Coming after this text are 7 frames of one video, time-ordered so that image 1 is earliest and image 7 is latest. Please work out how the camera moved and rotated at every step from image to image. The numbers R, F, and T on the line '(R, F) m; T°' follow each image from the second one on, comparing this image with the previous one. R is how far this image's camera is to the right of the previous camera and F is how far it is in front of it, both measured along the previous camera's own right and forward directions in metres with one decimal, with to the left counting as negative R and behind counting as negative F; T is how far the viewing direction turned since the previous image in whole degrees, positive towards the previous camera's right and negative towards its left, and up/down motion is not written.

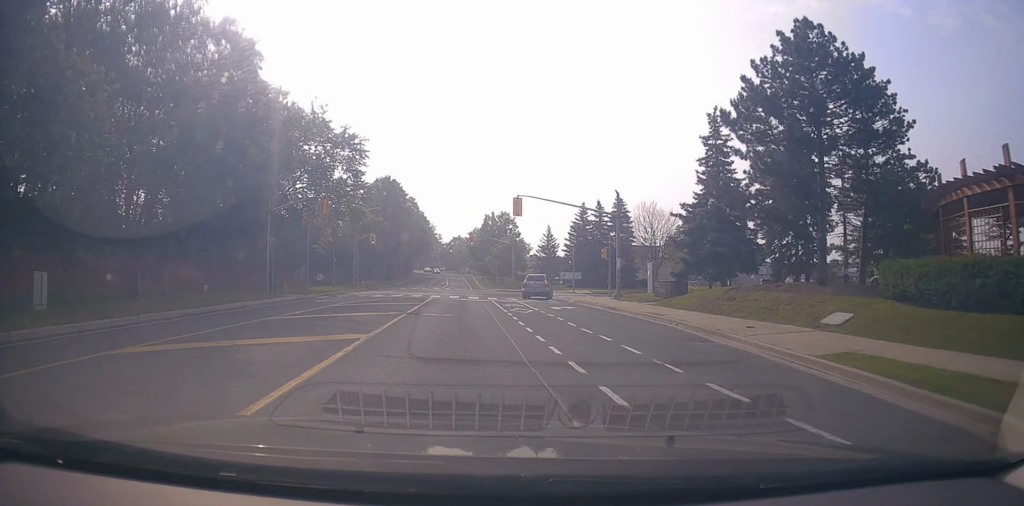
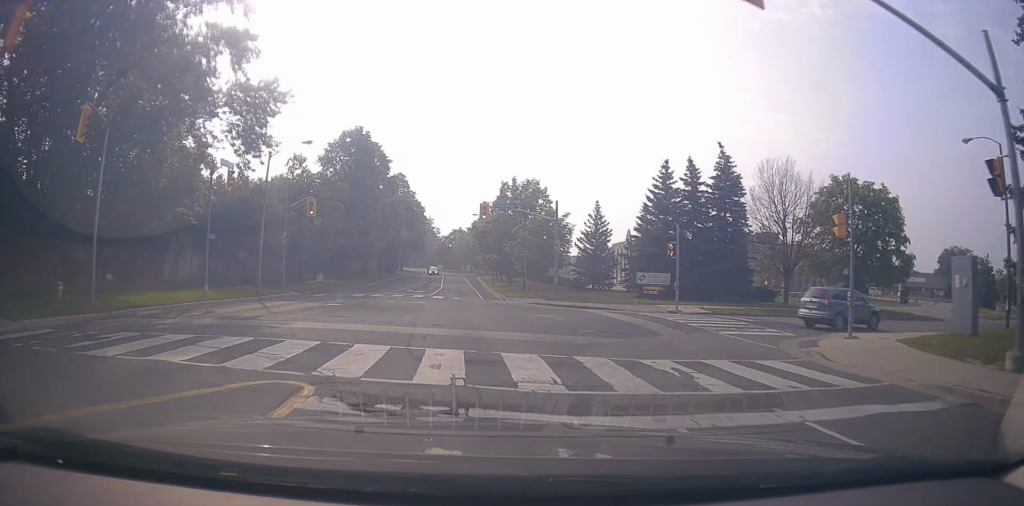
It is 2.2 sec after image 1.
(-0.5, +28.6) m; 0°
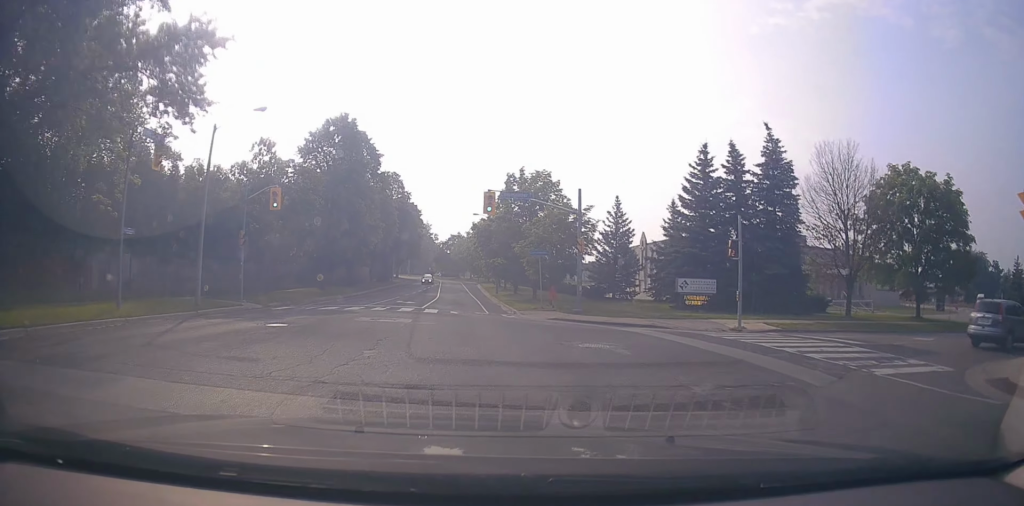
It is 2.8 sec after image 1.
(-0.2, +7.4) m; +2°
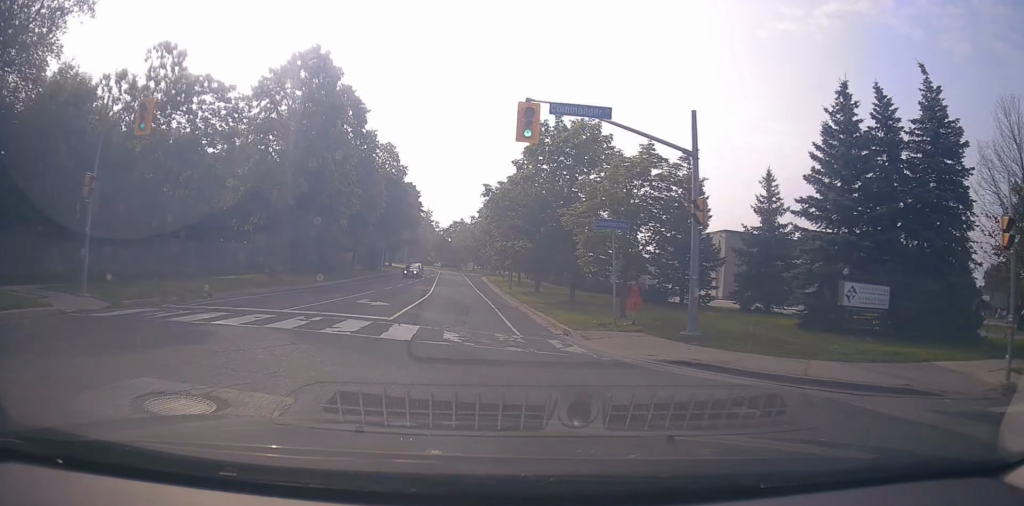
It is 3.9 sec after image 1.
(+0.6, +14.4) m; 0°
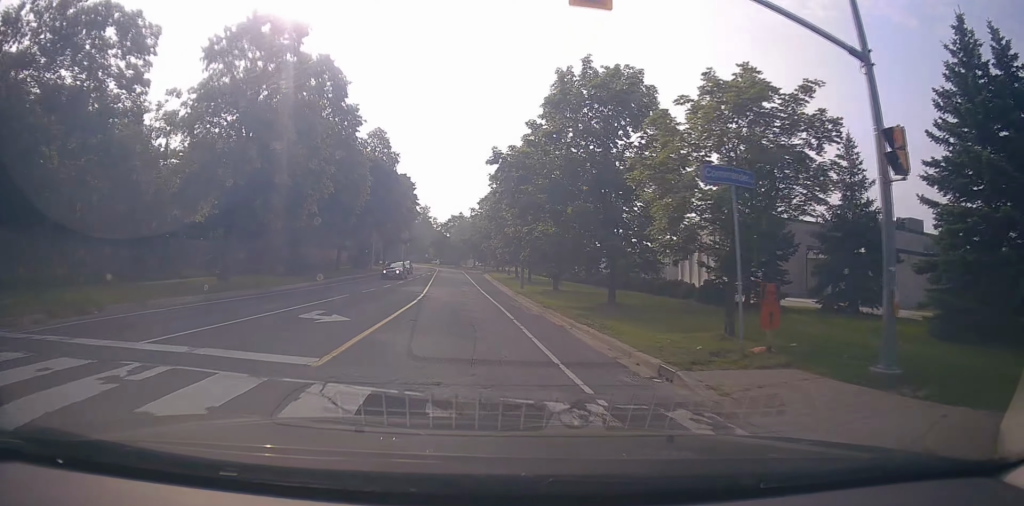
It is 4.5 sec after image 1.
(-0.1, +7.9) m; -2°
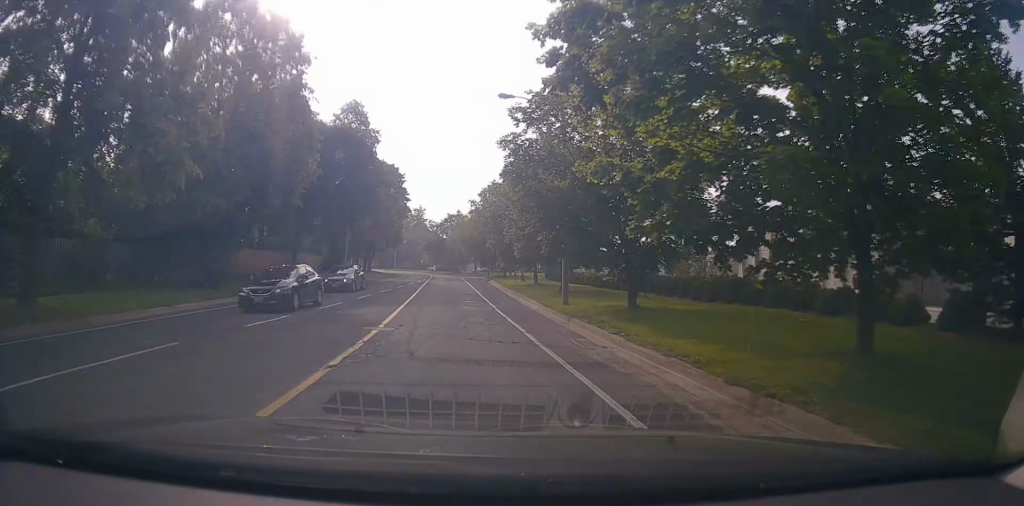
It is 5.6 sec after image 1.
(-0.8, +14.9) m; -2°
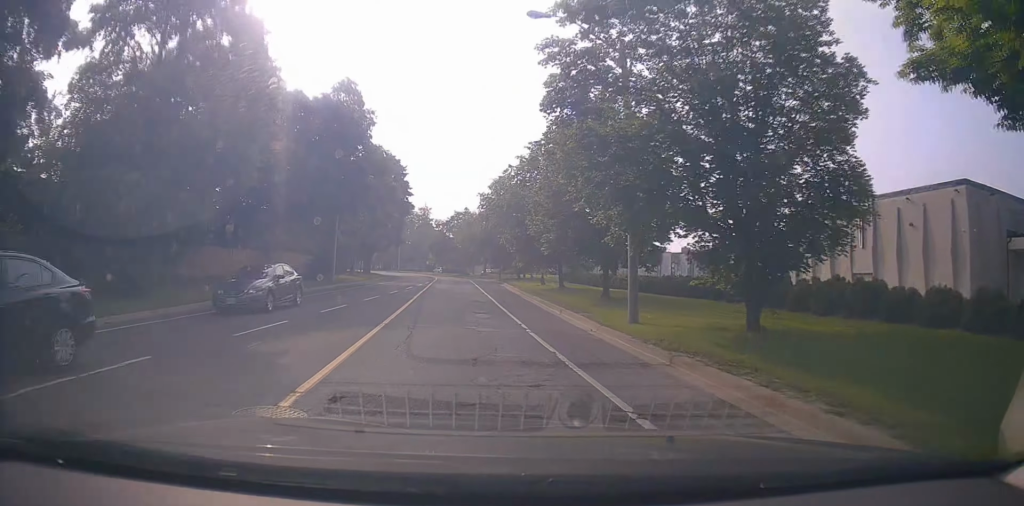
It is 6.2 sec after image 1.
(0.0, +7.5) m; +2°
